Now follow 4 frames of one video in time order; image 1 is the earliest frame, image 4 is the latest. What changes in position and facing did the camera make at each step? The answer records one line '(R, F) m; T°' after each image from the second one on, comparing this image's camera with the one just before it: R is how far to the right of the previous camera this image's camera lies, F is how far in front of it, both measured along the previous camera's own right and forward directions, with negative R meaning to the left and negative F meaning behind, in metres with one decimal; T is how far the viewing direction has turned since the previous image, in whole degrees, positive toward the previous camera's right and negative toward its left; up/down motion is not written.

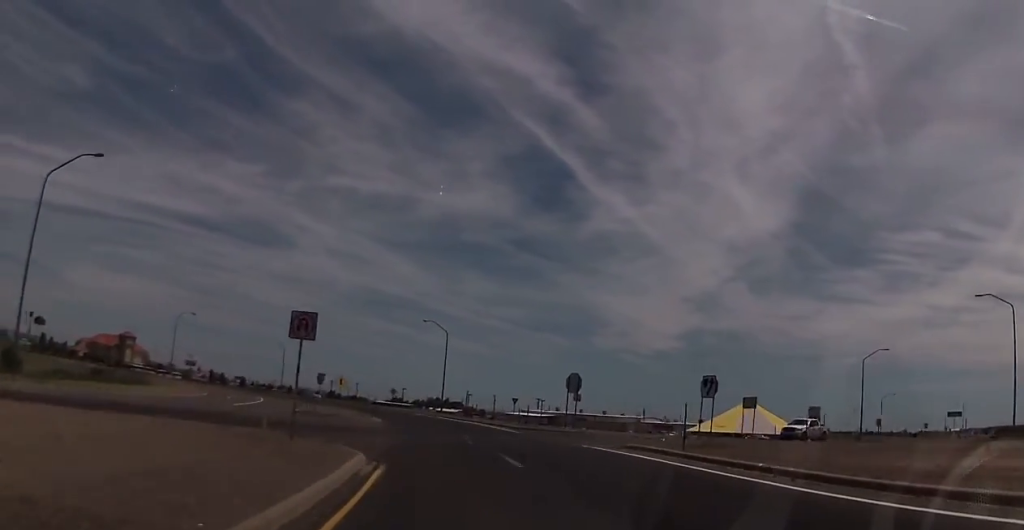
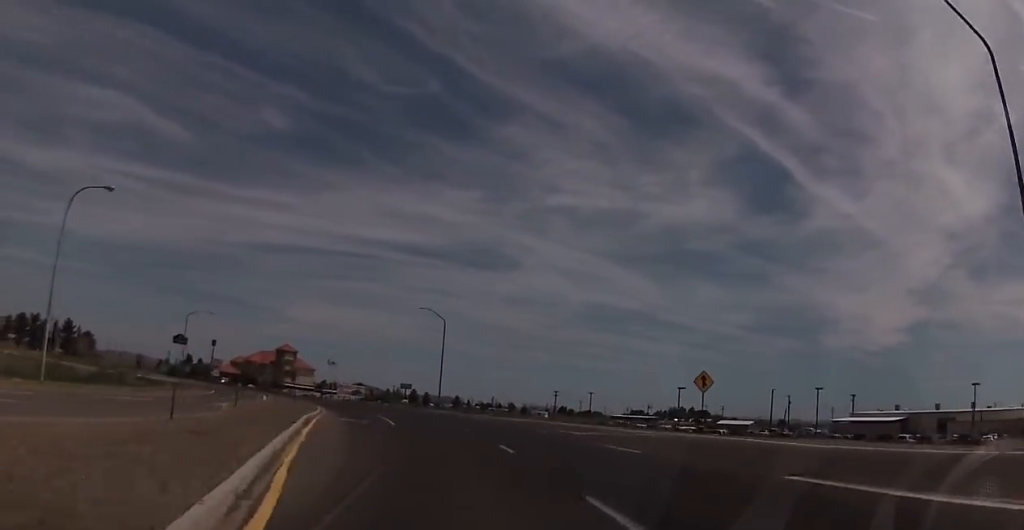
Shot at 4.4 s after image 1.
(-12.1, +79.6) m; -19°
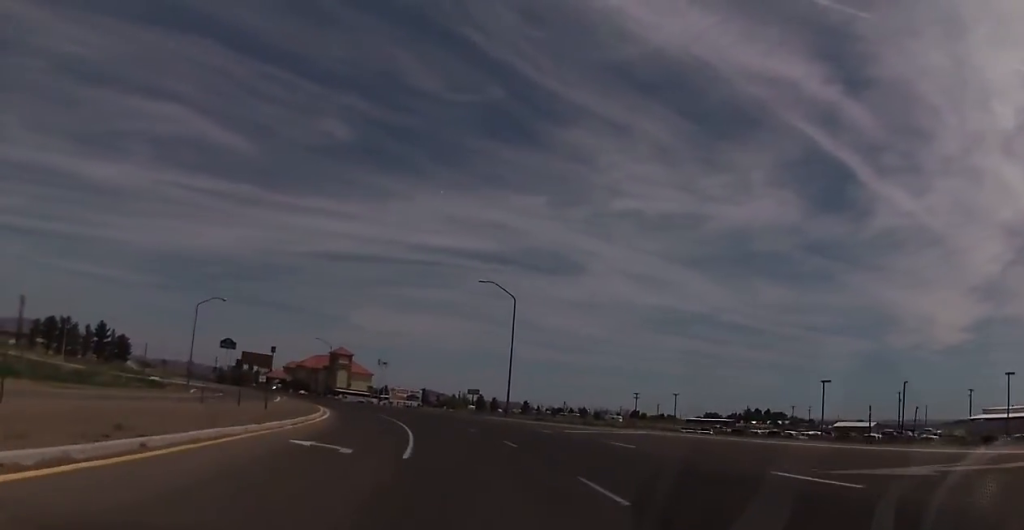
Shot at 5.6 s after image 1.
(-1.3, +21.4) m; -5°
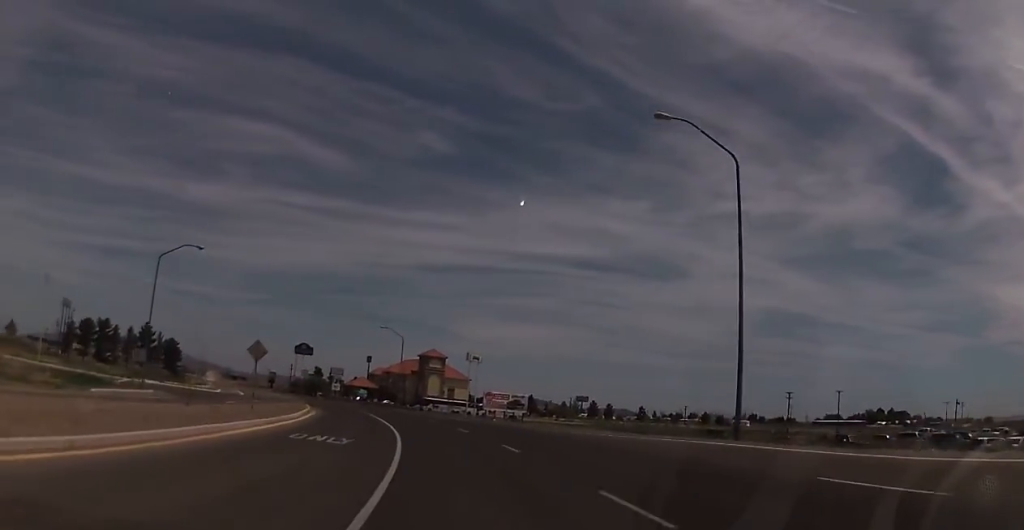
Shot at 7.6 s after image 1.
(-3.1, +37.9) m; -10°
